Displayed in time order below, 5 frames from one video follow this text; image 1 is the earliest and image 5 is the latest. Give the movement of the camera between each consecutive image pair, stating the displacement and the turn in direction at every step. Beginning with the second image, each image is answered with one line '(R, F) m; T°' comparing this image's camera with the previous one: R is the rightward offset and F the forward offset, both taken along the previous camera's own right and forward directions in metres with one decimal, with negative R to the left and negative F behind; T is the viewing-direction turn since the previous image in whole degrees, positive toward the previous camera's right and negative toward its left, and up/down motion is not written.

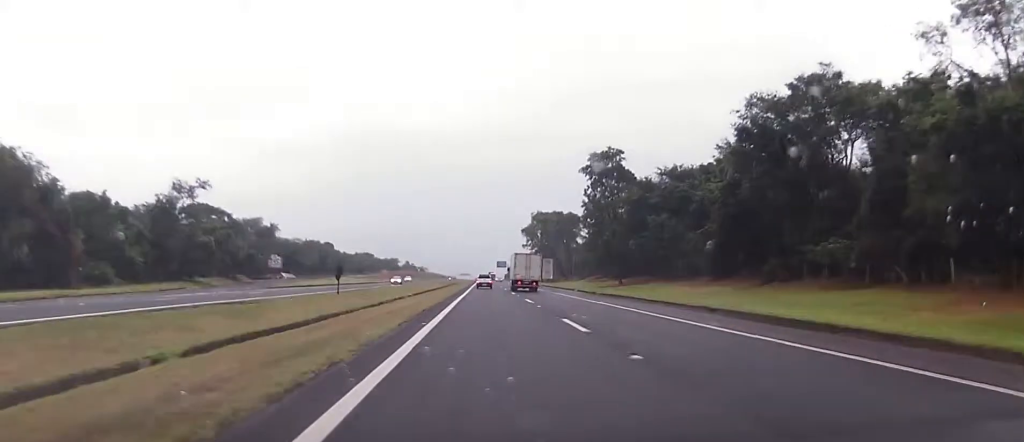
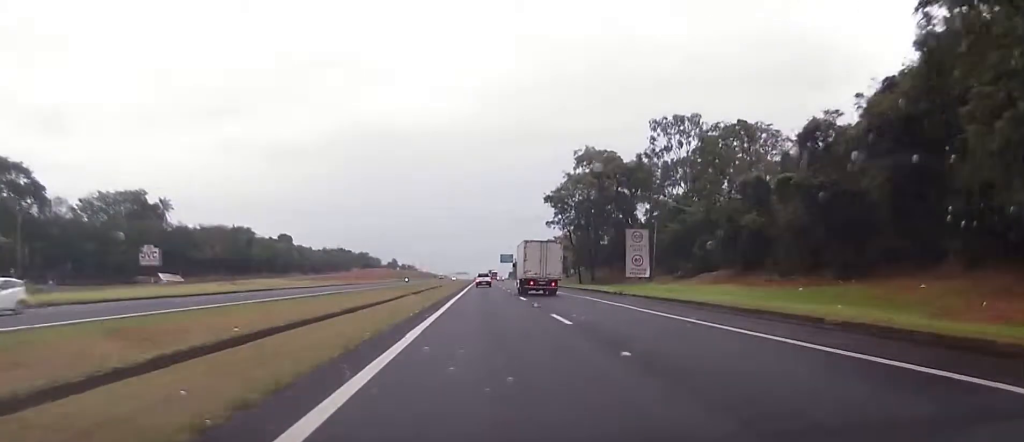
(+0.4, +79.9) m; -1°
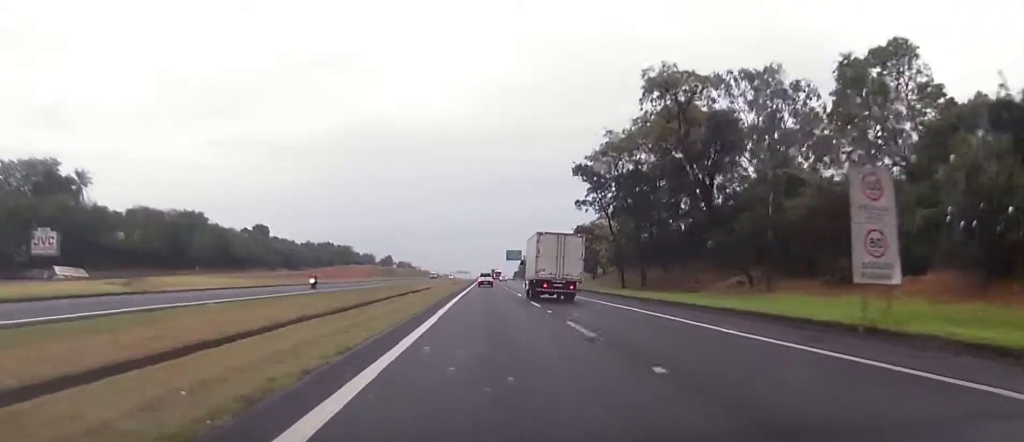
(-0.5, +34.6) m; 0°
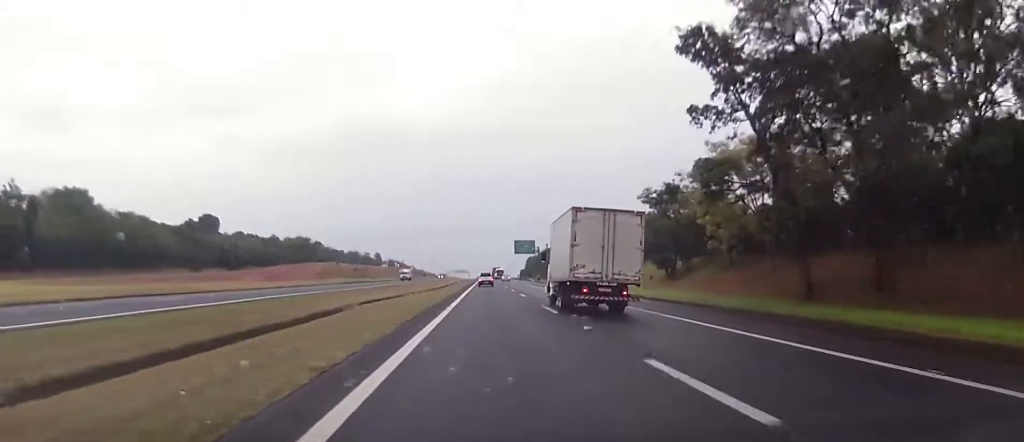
(+0.8, +47.4) m; +1°
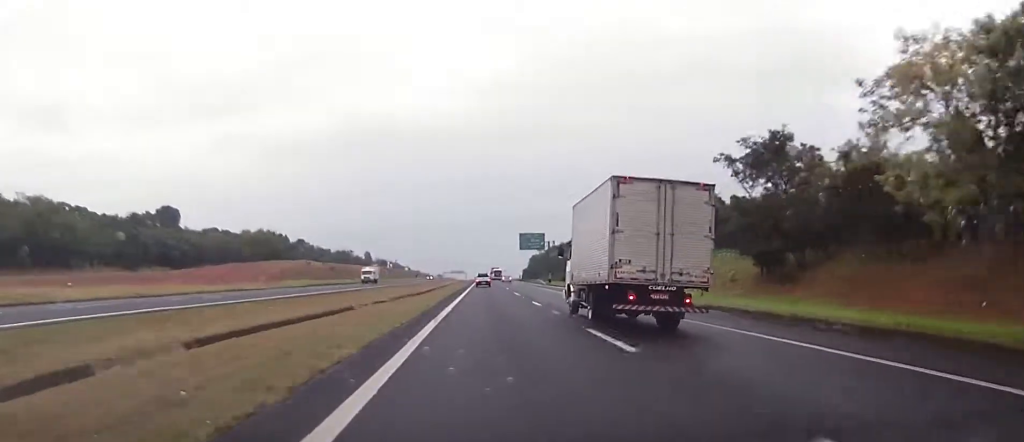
(-0.1, +24.1) m; -1°
